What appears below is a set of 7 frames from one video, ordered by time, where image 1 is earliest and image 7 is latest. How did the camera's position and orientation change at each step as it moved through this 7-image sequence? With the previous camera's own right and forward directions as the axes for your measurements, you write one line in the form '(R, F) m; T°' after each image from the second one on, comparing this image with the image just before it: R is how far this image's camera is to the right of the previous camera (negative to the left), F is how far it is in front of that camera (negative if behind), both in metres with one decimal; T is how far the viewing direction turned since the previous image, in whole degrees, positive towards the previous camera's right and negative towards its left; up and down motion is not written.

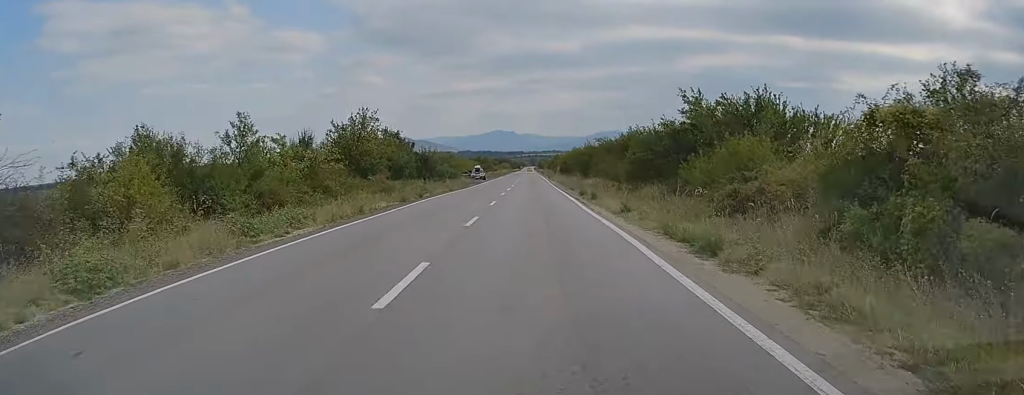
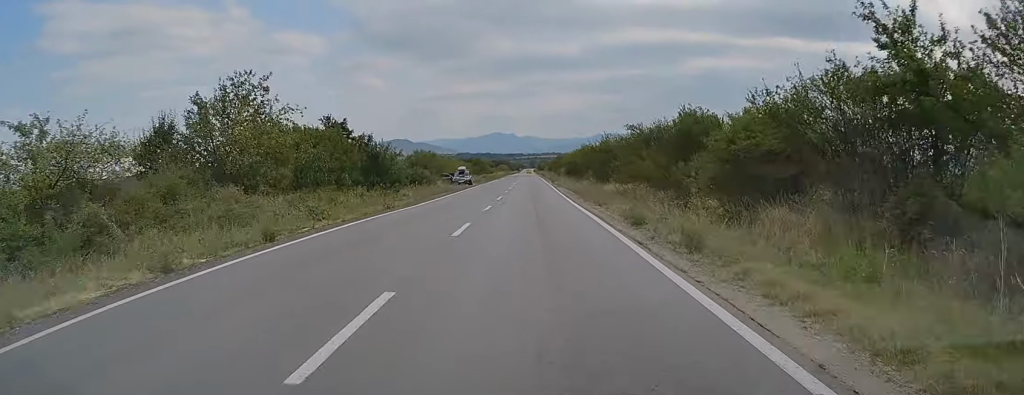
(0.0, +20.3) m; 0°
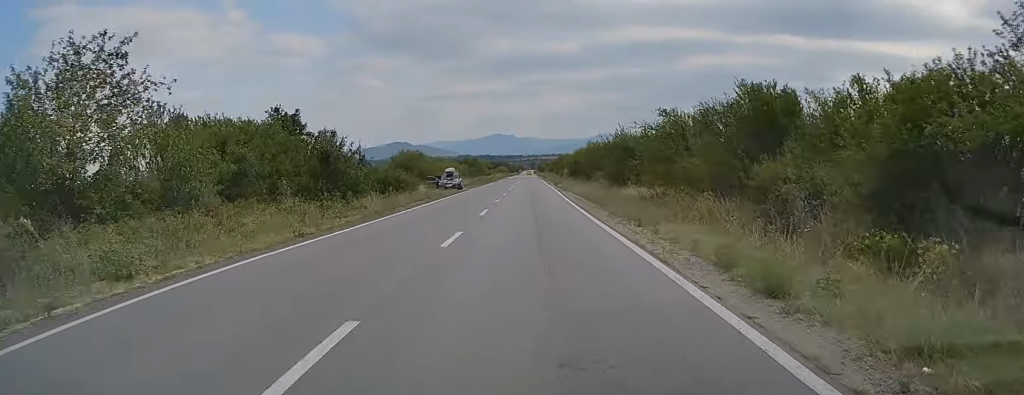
(0.0, +10.5) m; 0°
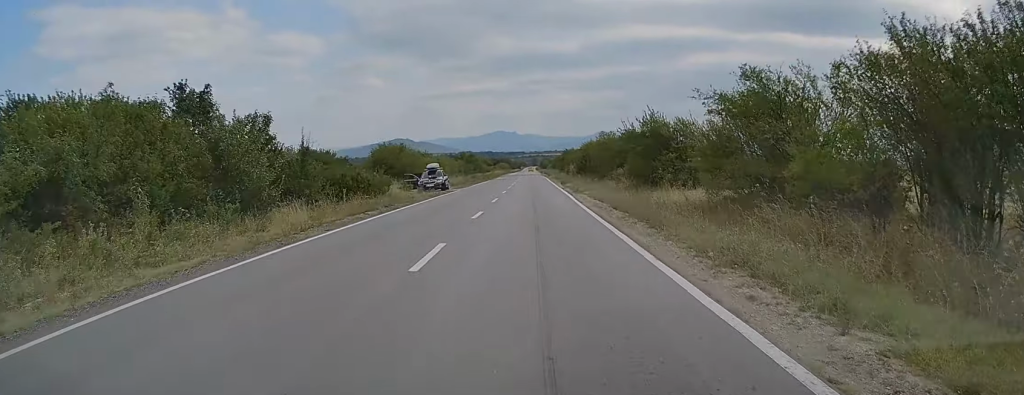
(+0.1, +12.1) m; 0°
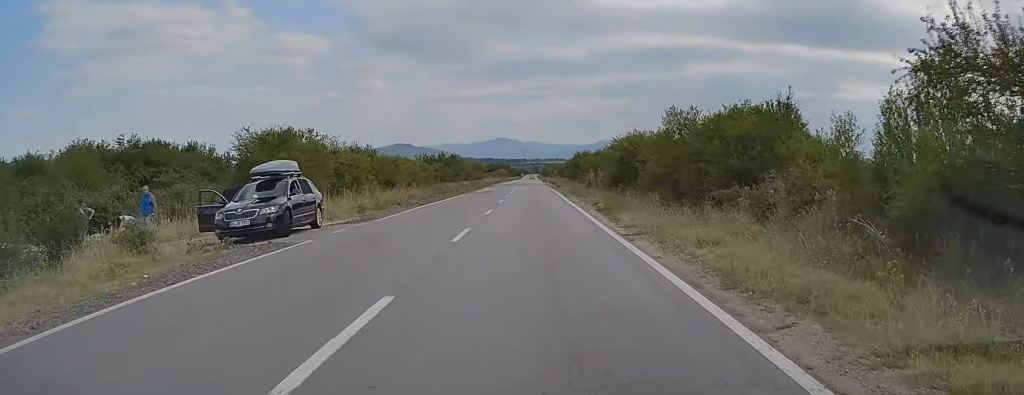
(-0.2, +32.1) m; -1°
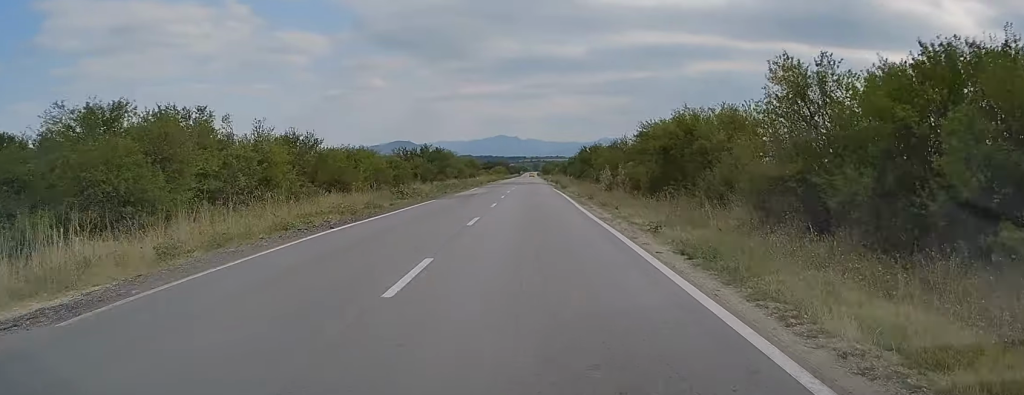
(-0.1, +15.1) m; 0°
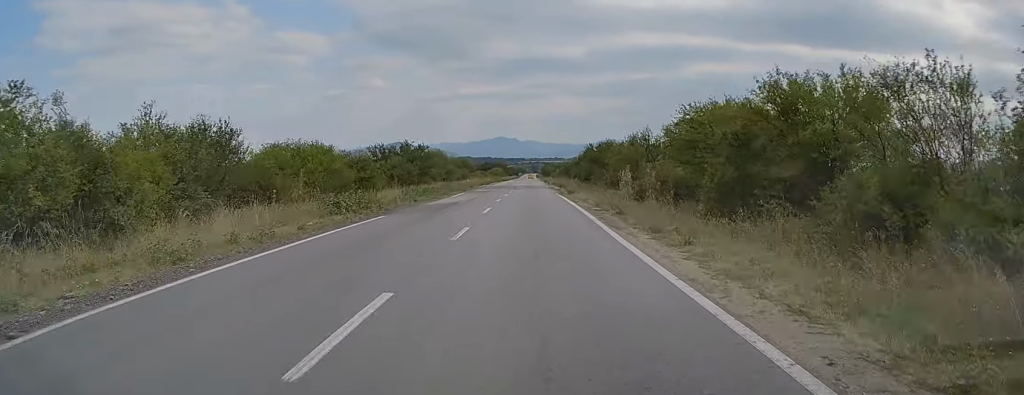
(0.0, +11.9) m; 0°
